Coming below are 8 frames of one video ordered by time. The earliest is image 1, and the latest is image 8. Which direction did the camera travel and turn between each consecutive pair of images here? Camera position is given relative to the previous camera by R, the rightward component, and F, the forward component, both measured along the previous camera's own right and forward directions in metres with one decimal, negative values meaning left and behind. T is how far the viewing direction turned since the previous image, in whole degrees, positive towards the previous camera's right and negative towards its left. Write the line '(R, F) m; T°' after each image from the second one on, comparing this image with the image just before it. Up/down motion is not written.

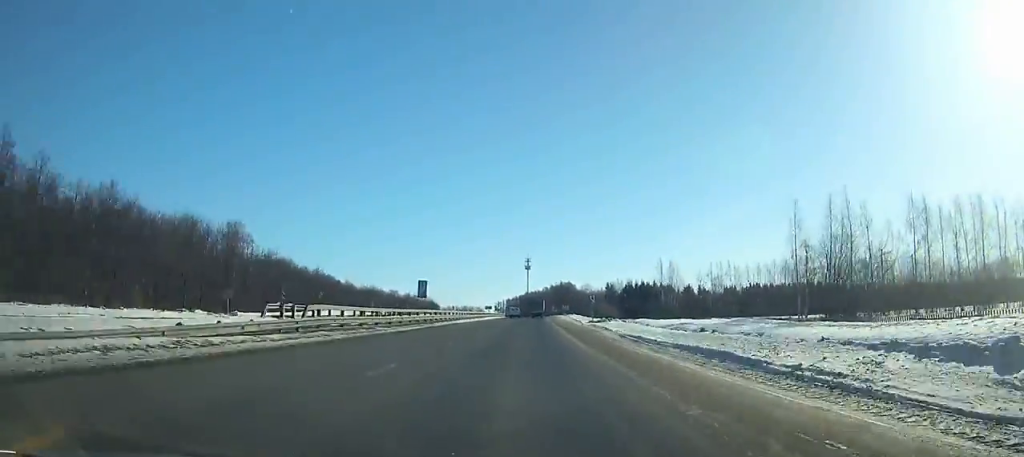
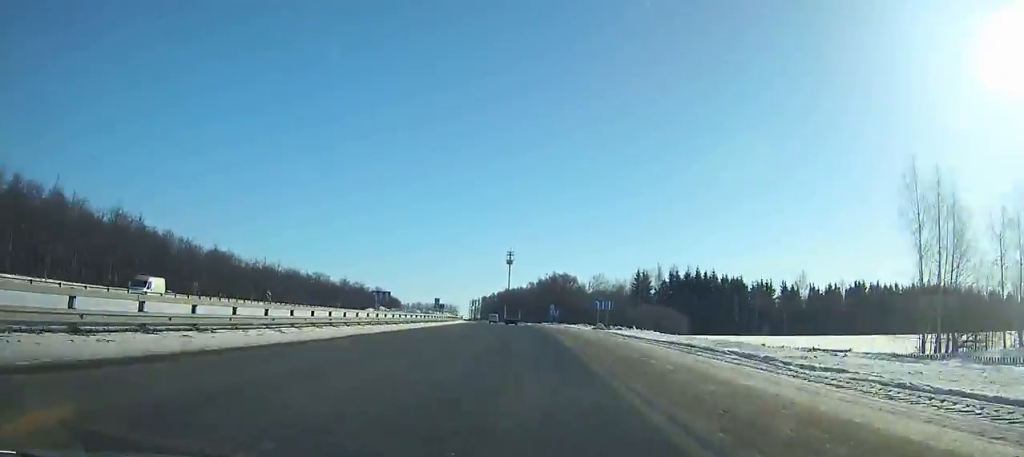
(+1.8, +103.5) m; +1°
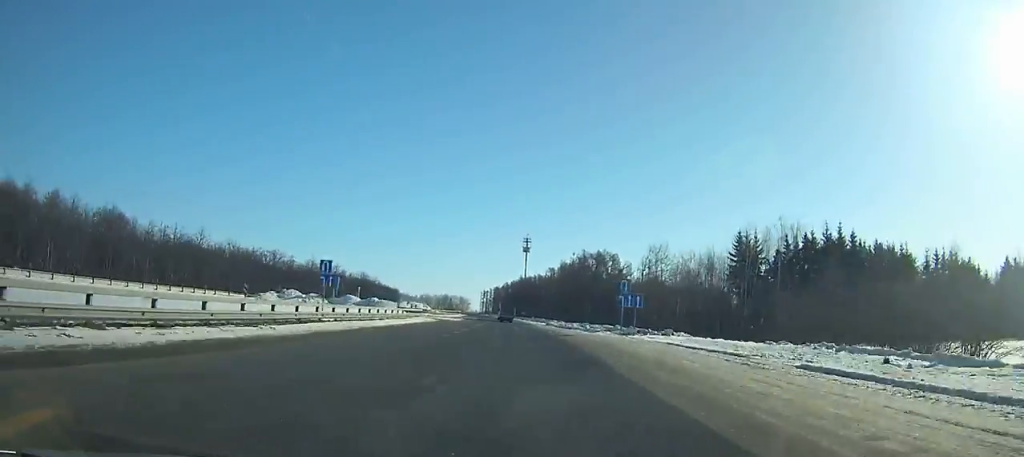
(0.0, +64.9) m; -1°
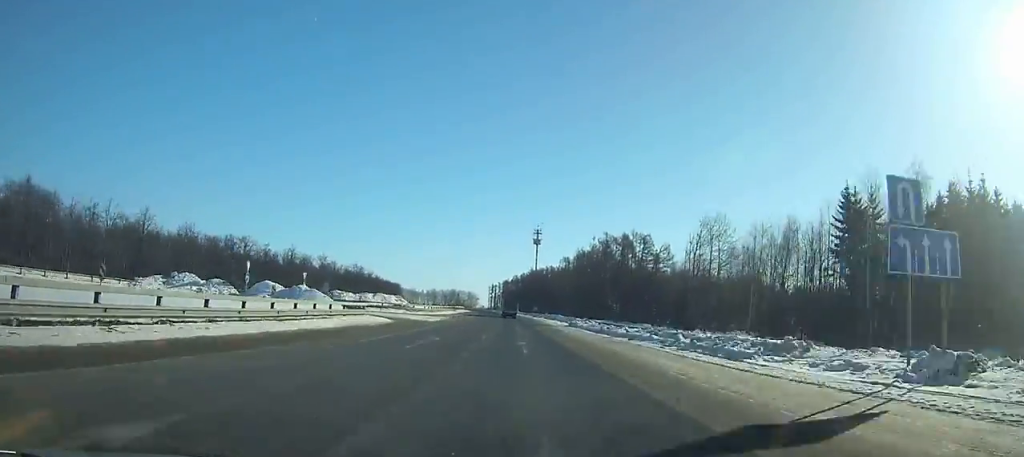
(-0.2, +30.7) m; -1°
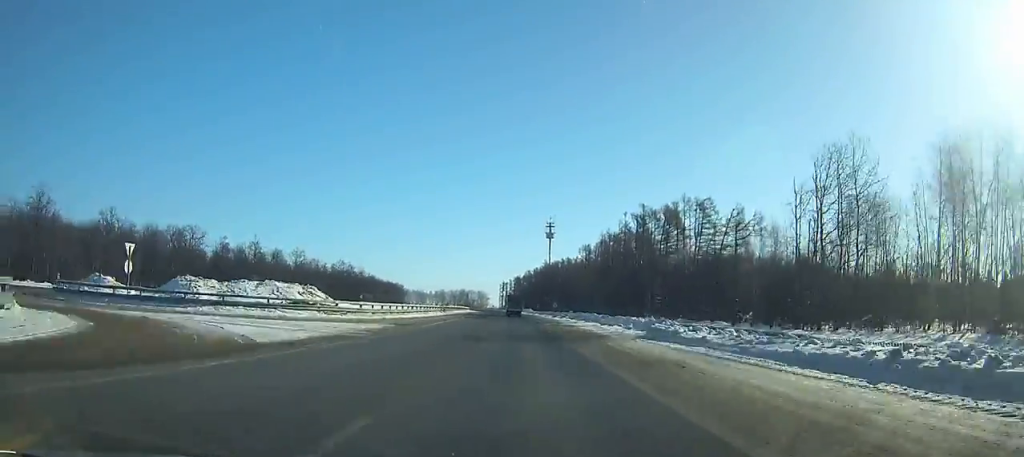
(-0.2, +35.4) m; -1°
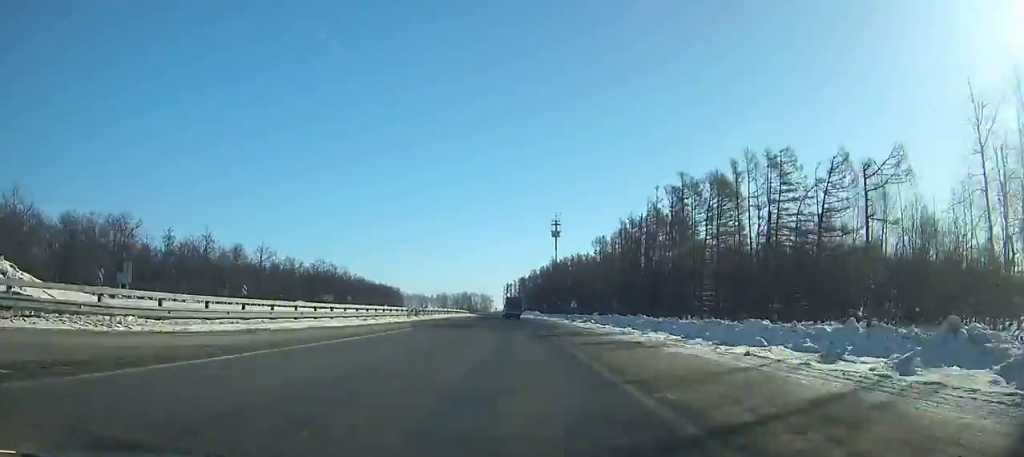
(-0.2, +29.0) m; -1°
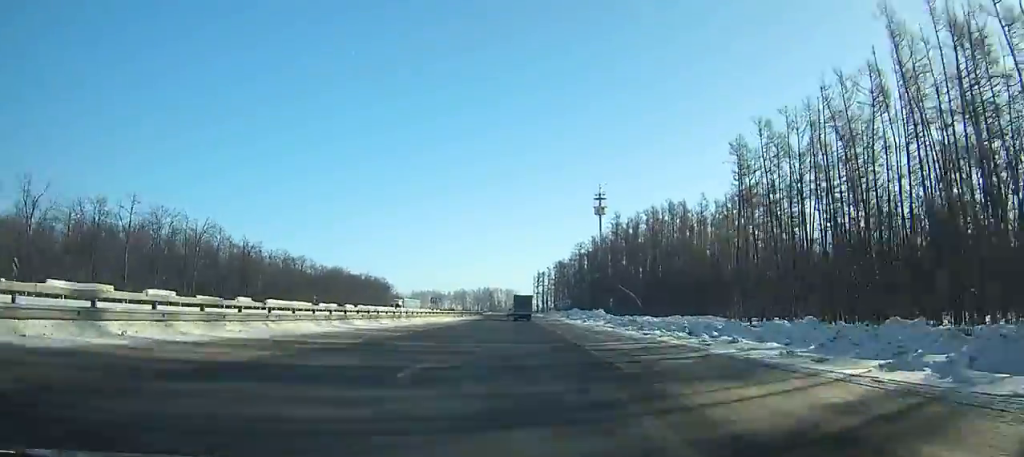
(-2.7, +108.5) m; -3°
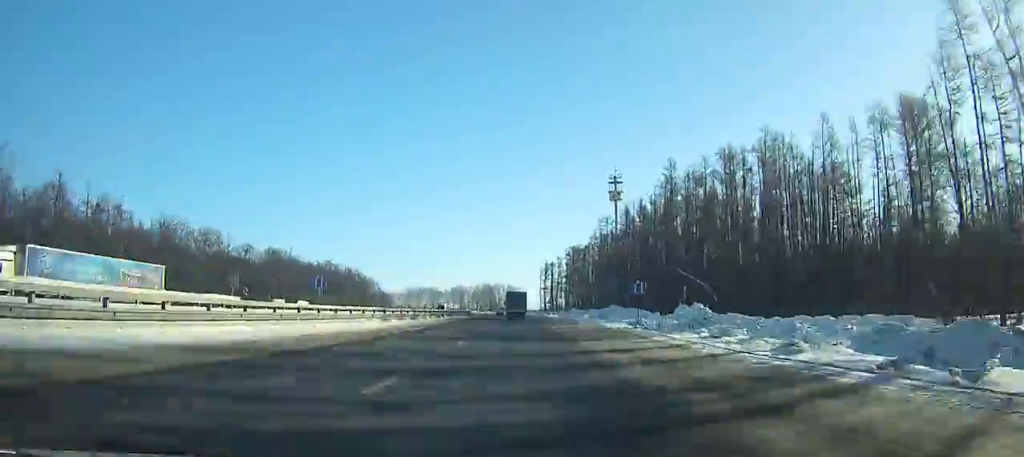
(-0.7, +50.2) m; -1°
